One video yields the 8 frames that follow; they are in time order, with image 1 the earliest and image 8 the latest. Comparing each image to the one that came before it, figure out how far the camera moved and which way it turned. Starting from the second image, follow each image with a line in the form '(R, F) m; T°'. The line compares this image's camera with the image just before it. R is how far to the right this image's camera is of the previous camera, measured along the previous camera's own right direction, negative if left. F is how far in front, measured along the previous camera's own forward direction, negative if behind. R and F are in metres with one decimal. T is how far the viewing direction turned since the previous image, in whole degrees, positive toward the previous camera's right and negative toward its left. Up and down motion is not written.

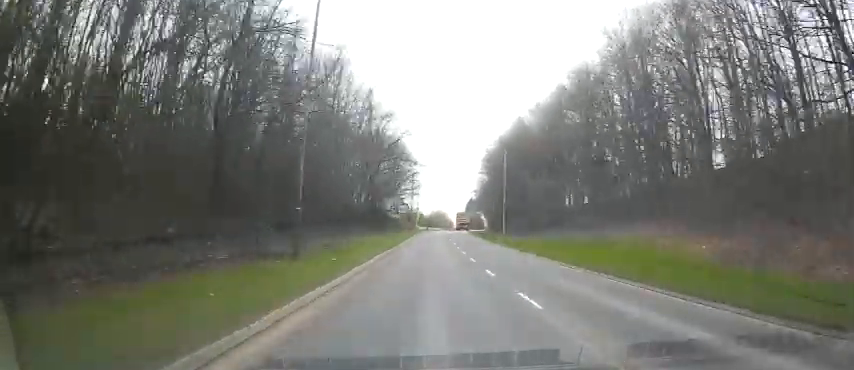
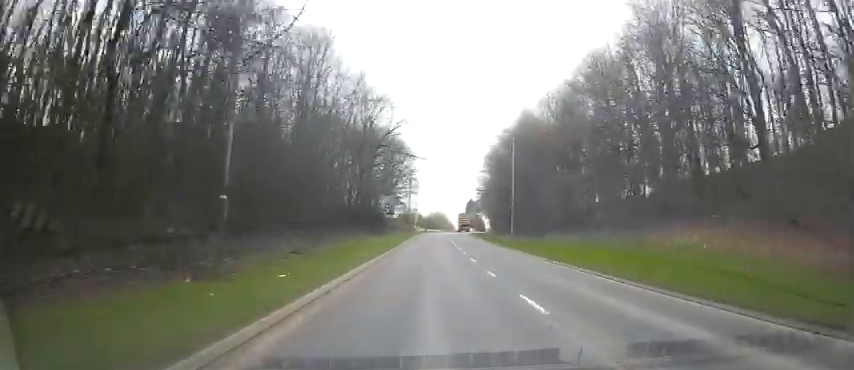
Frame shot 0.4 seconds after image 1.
(0.0, +6.1) m; 0°
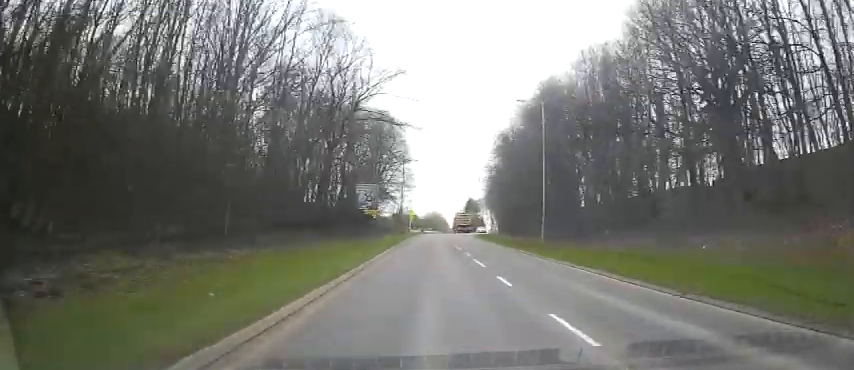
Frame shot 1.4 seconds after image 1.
(0.0, +14.7) m; +1°
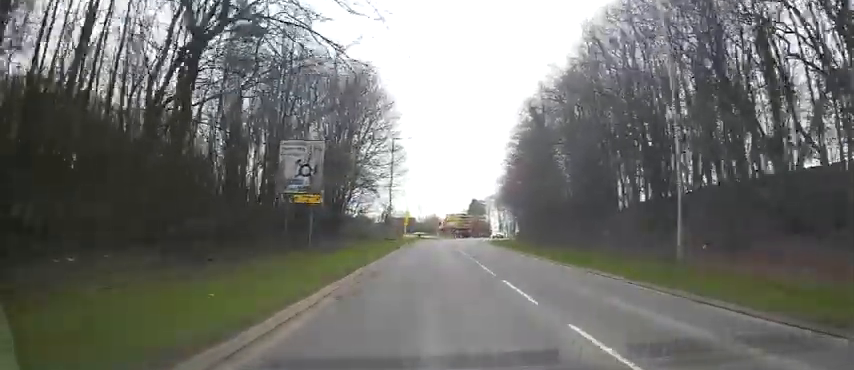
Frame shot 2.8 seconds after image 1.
(+0.5, +20.1) m; +2°
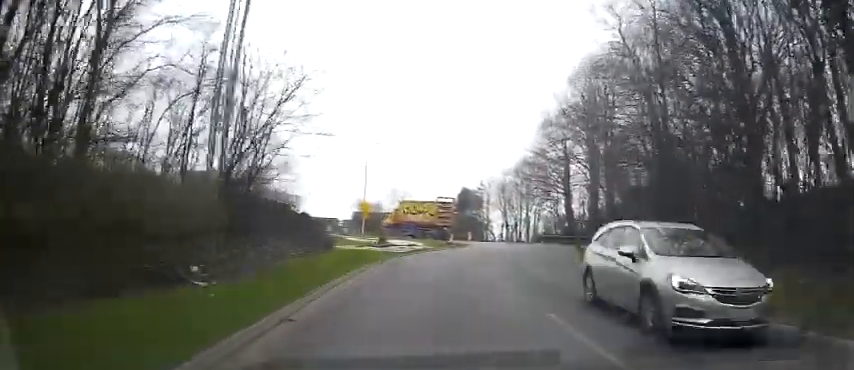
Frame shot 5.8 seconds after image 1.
(-0.6, +40.5) m; 0°
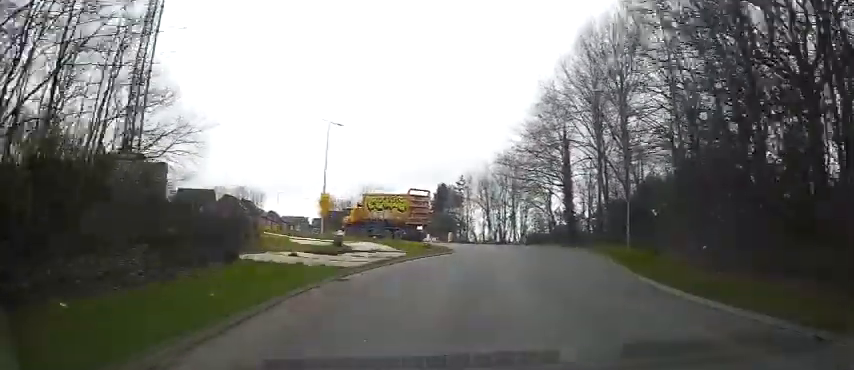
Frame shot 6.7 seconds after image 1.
(-0.5, +9.8) m; +3°
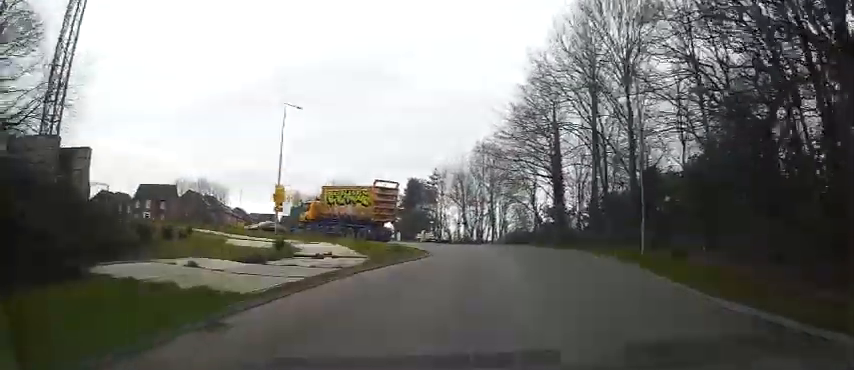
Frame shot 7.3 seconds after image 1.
(+0.7, +5.8) m; +4°
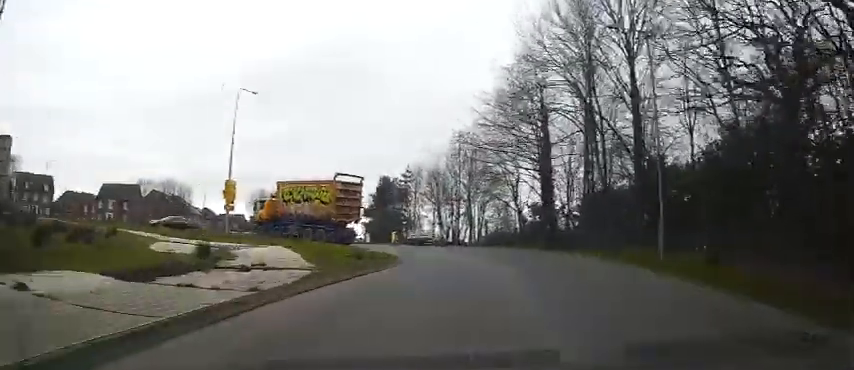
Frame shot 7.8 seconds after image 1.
(+0.3, +5.3) m; +3°
